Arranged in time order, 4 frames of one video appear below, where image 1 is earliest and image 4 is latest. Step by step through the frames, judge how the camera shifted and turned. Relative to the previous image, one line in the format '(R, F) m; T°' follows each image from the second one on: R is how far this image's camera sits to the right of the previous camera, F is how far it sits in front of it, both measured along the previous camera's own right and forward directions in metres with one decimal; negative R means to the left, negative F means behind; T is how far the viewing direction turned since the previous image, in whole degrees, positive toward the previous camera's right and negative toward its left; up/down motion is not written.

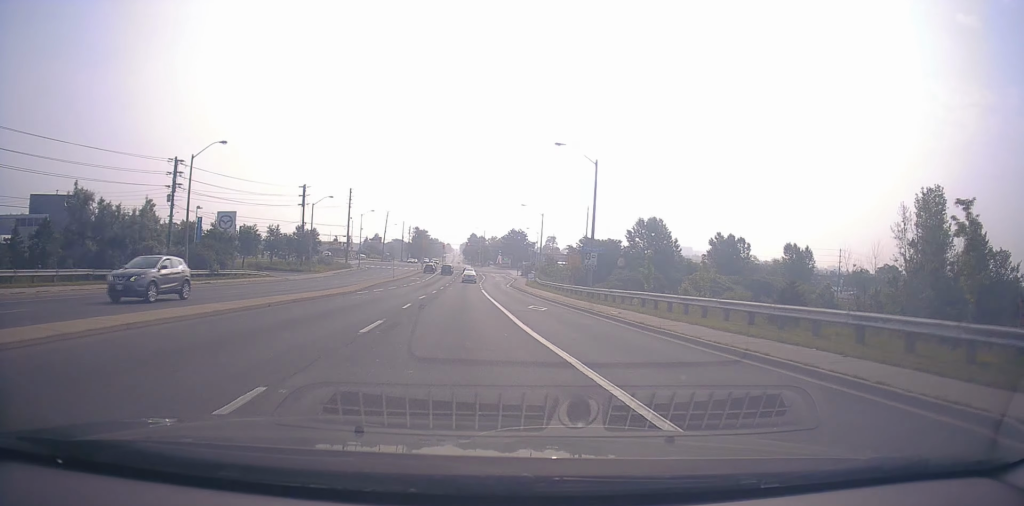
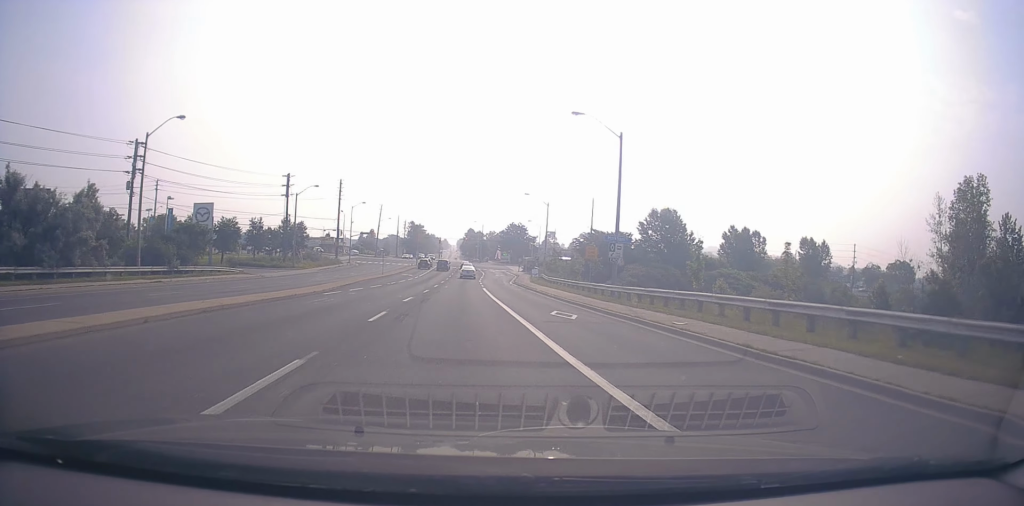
(+0.1, +7.4) m; 0°
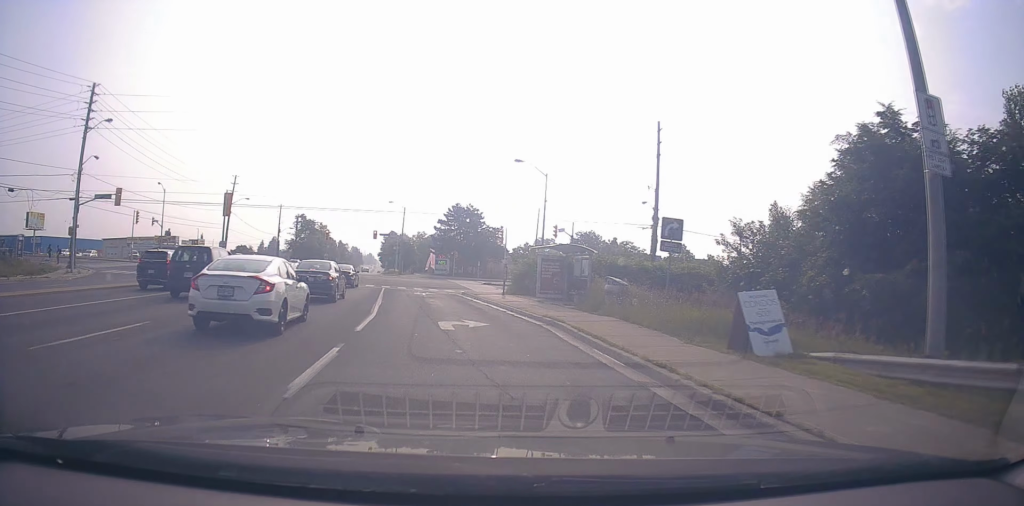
(+5.0, +69.2) m; +7°
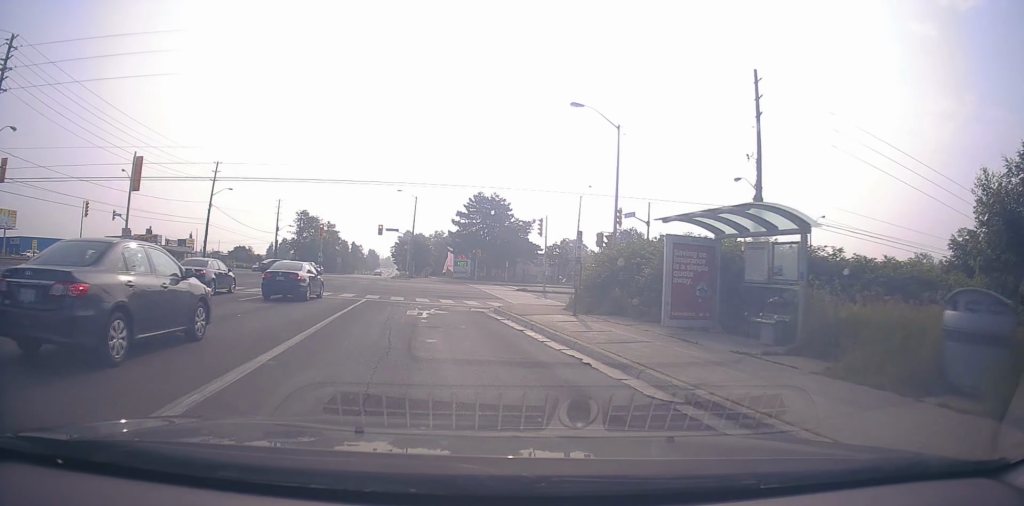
(-0.1, +15.4) m; +1°
